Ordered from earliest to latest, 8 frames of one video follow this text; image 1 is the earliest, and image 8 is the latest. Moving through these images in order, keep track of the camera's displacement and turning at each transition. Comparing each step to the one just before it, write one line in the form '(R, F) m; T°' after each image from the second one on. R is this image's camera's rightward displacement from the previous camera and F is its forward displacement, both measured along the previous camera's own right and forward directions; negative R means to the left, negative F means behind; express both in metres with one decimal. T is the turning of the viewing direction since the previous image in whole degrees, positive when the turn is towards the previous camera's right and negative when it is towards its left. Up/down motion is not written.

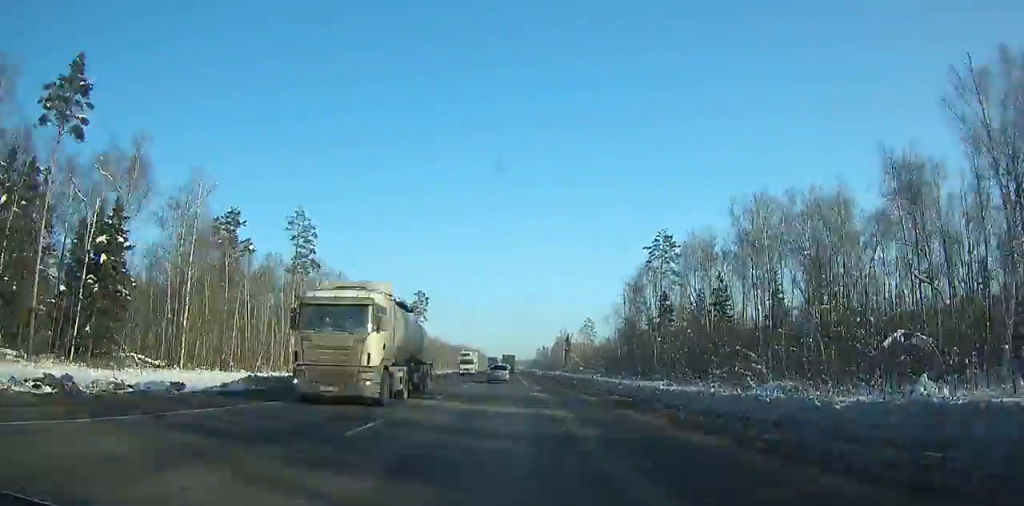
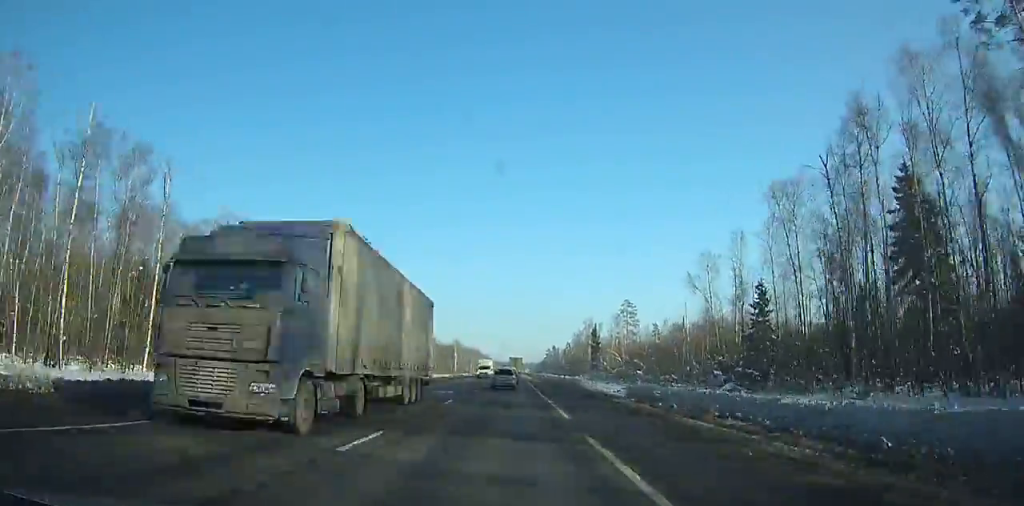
(0.0, +85.9) m; 0°
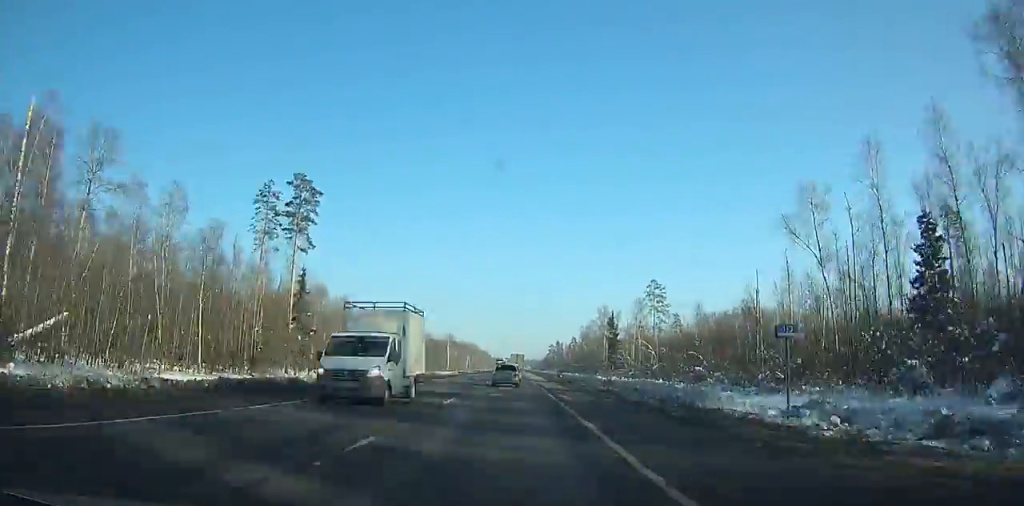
(+0.1, +36.9) m; 0°
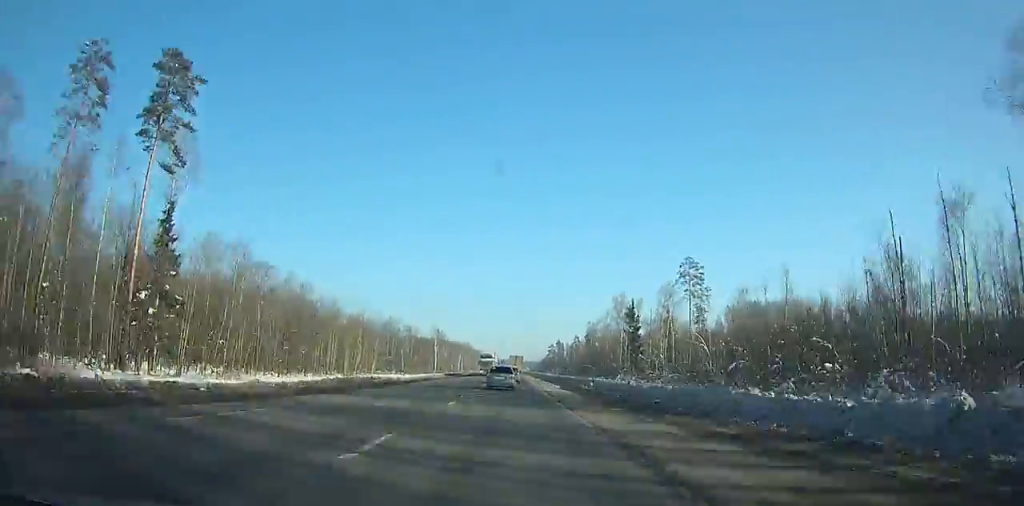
(+0.2, +34.4) m; 0°
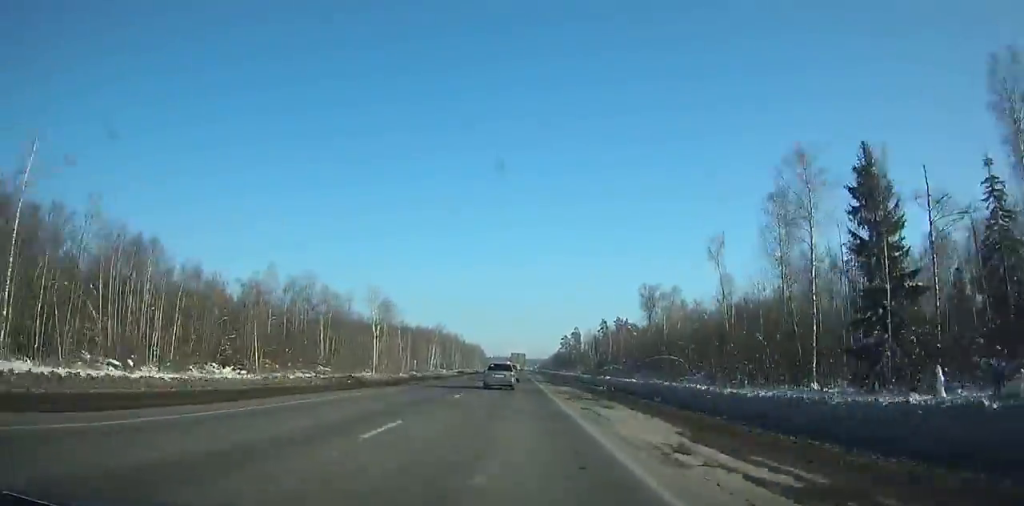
(-0.1, +105.7) m; 0°
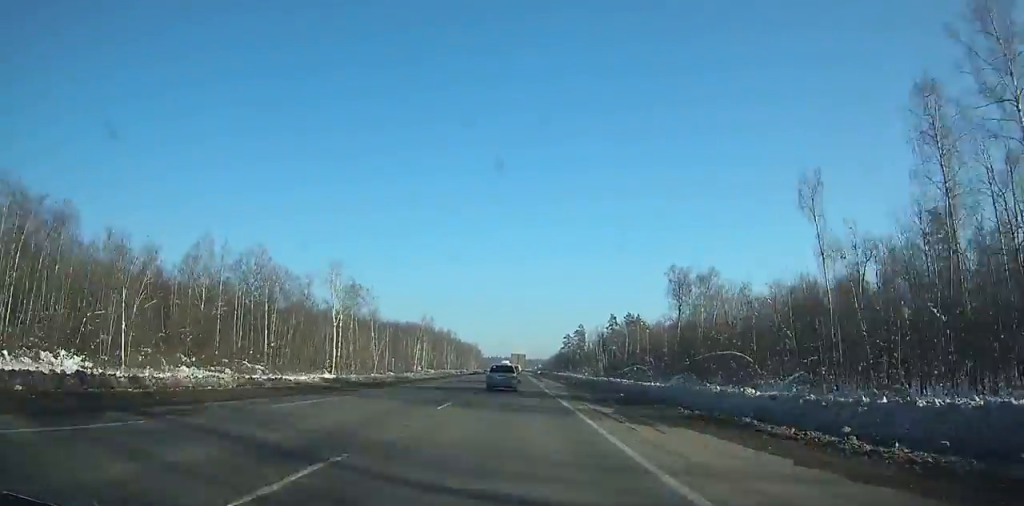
(-0.1, +28.8) m; 0°
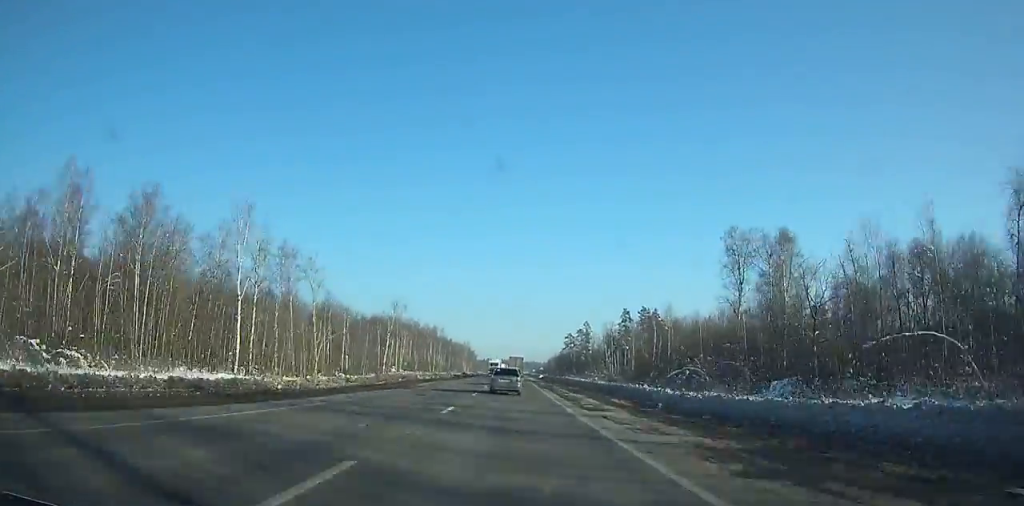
(0.0, +35.2) m; 0°
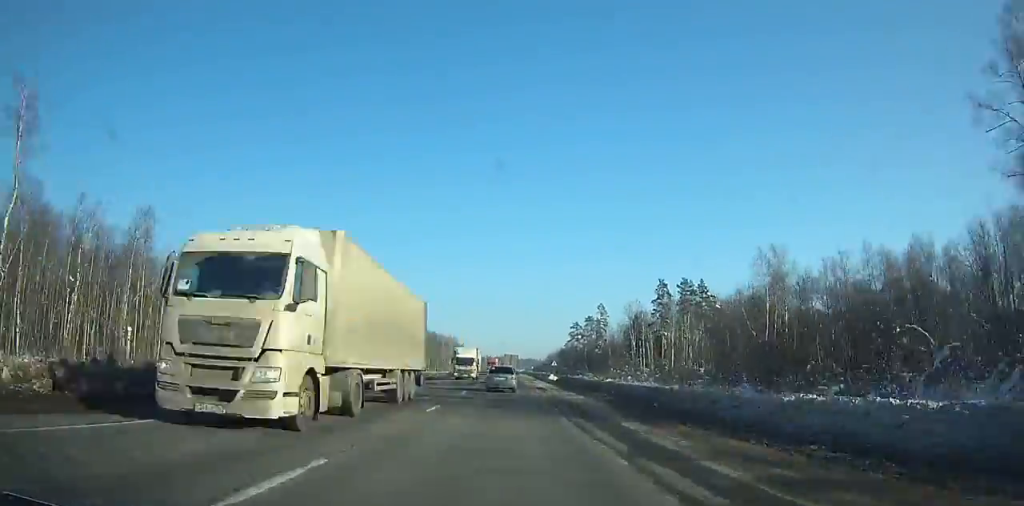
(+0.2, +61.1) m; 0°
